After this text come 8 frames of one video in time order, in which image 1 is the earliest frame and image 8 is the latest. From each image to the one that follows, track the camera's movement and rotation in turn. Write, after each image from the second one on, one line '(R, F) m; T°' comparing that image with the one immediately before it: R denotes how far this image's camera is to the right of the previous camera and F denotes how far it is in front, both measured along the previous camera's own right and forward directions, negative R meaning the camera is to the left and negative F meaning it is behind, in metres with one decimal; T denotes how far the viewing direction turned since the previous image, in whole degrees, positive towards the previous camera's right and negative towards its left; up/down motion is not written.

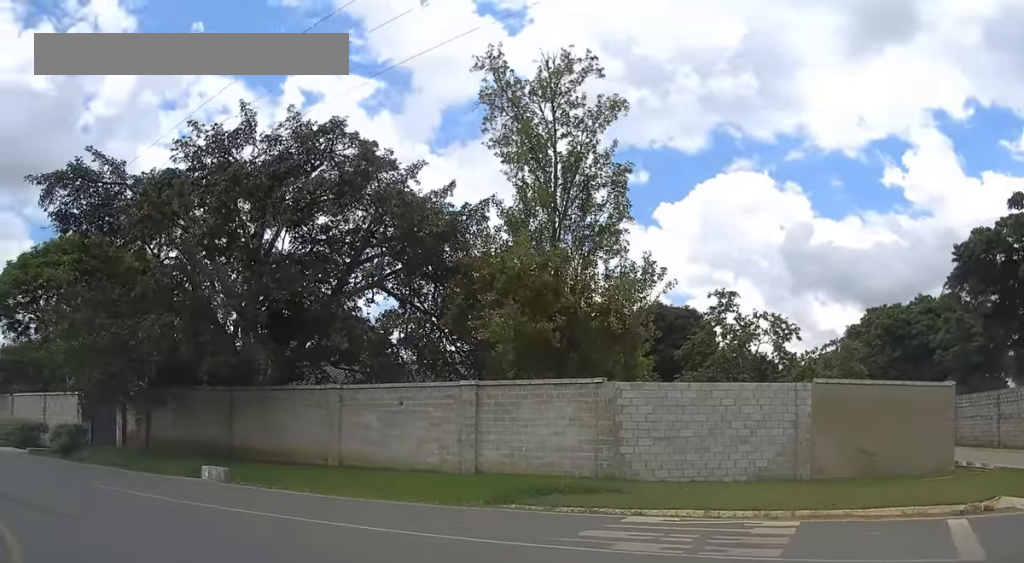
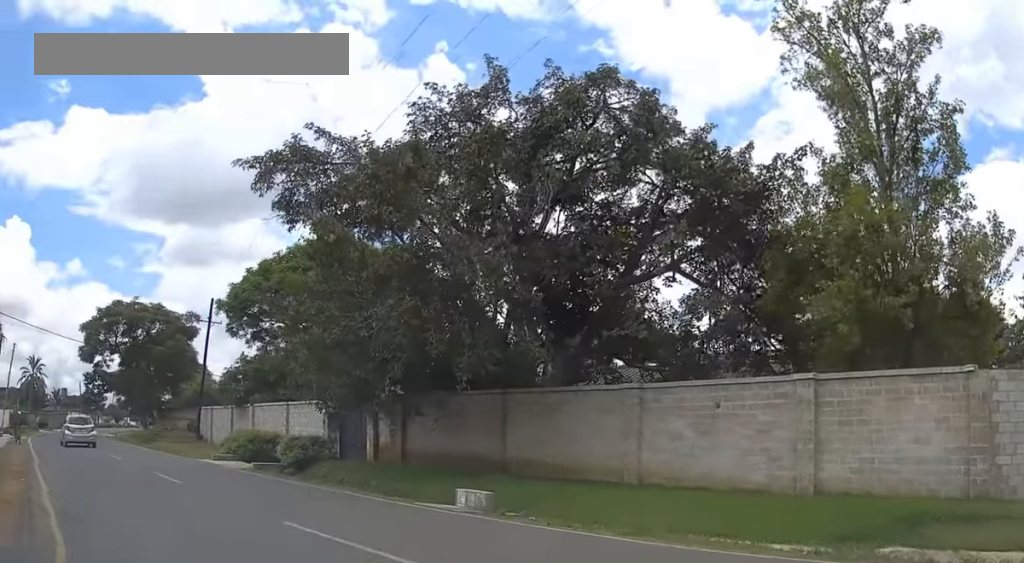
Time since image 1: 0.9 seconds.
(-0.8, +4.2) m; -23°
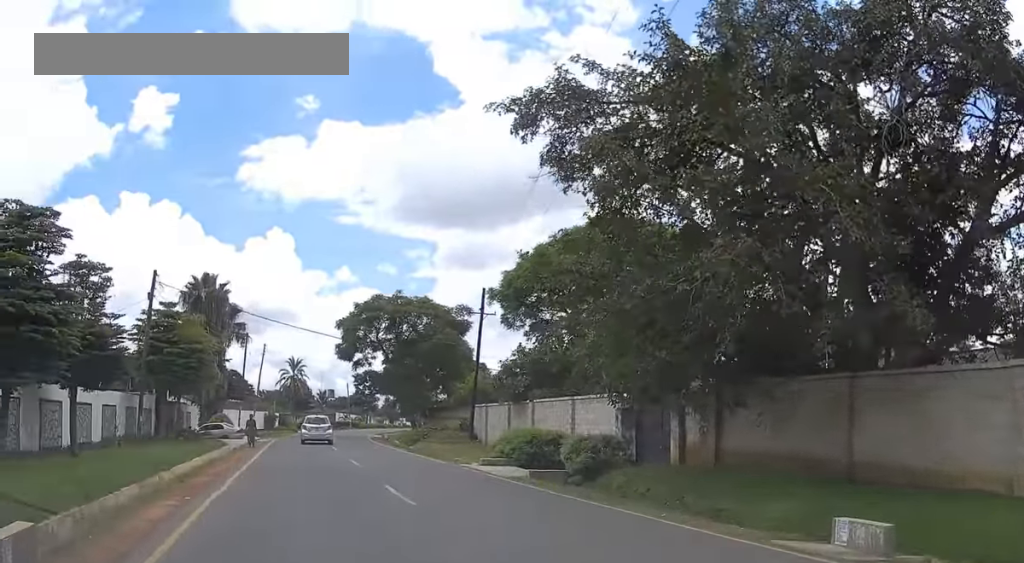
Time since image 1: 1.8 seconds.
(-0.9, +4.5) m; -21°
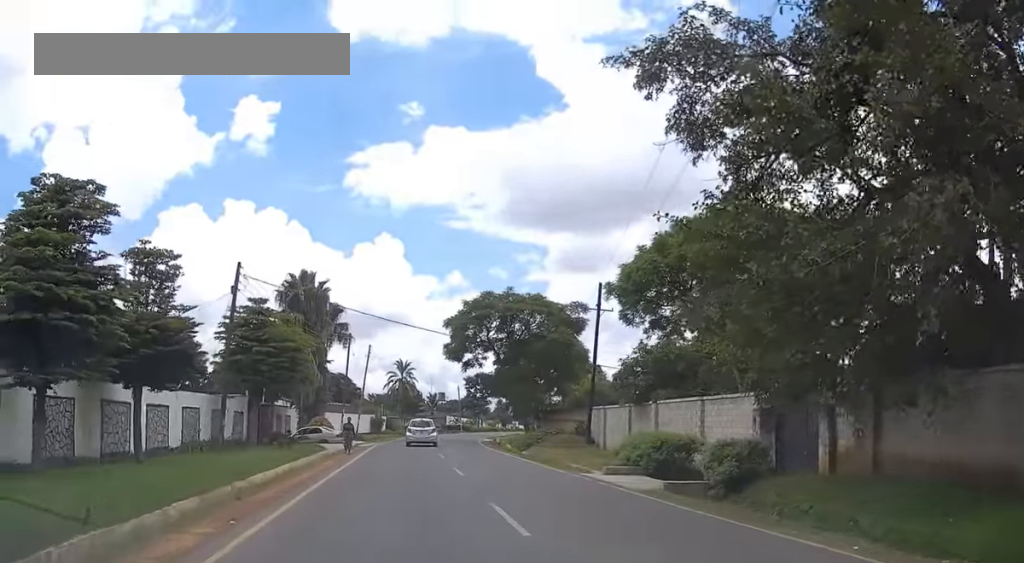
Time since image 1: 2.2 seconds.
(-0.3, +2.6) m; -9°
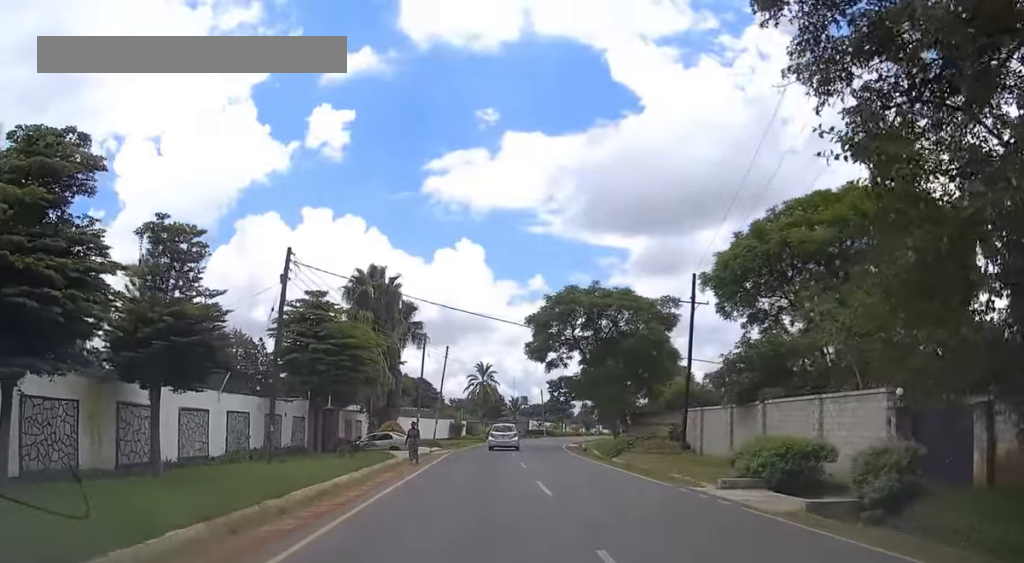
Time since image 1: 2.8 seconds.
(-0.3, +3.5) m; -6°
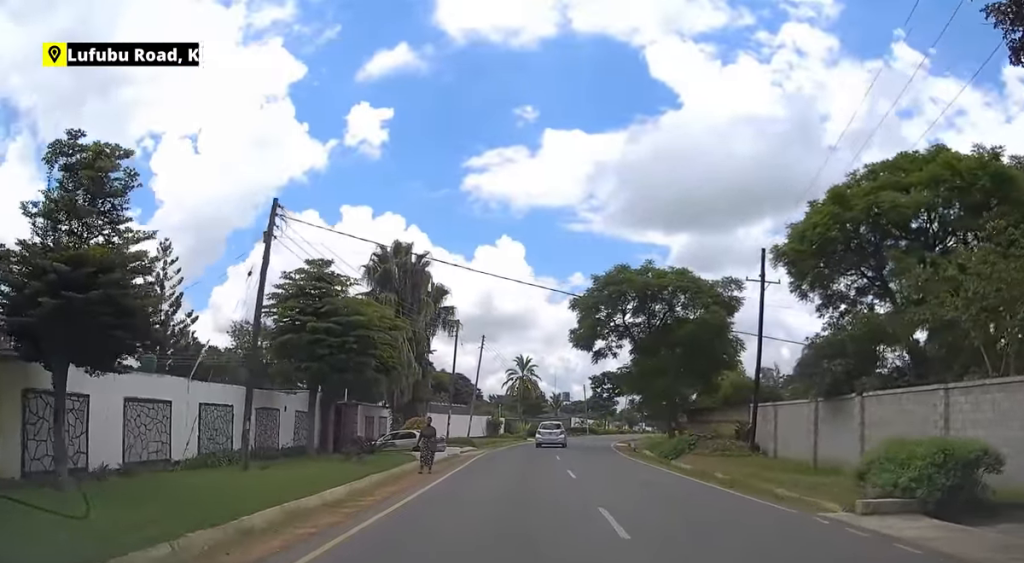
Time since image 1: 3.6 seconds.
(-0.3, +5.2) m; -5°
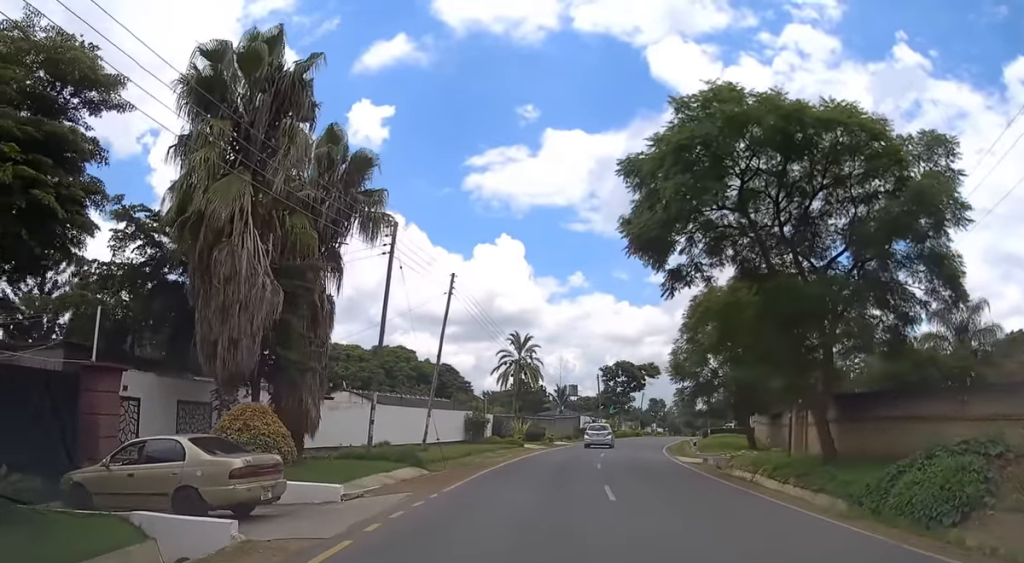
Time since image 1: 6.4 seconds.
(-0.8, +22.8) m; -1°
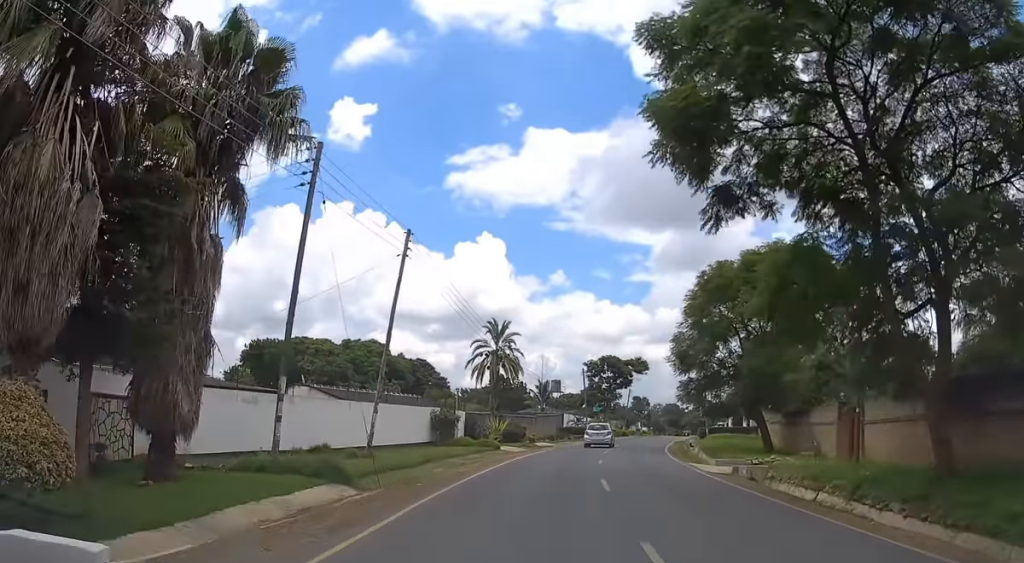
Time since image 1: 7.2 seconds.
(+0.2, +7.4) m; +1°
